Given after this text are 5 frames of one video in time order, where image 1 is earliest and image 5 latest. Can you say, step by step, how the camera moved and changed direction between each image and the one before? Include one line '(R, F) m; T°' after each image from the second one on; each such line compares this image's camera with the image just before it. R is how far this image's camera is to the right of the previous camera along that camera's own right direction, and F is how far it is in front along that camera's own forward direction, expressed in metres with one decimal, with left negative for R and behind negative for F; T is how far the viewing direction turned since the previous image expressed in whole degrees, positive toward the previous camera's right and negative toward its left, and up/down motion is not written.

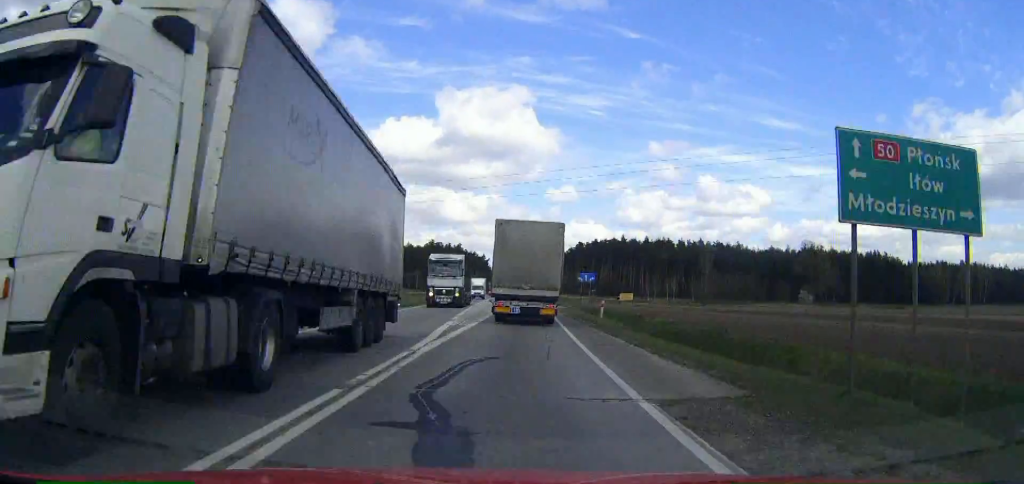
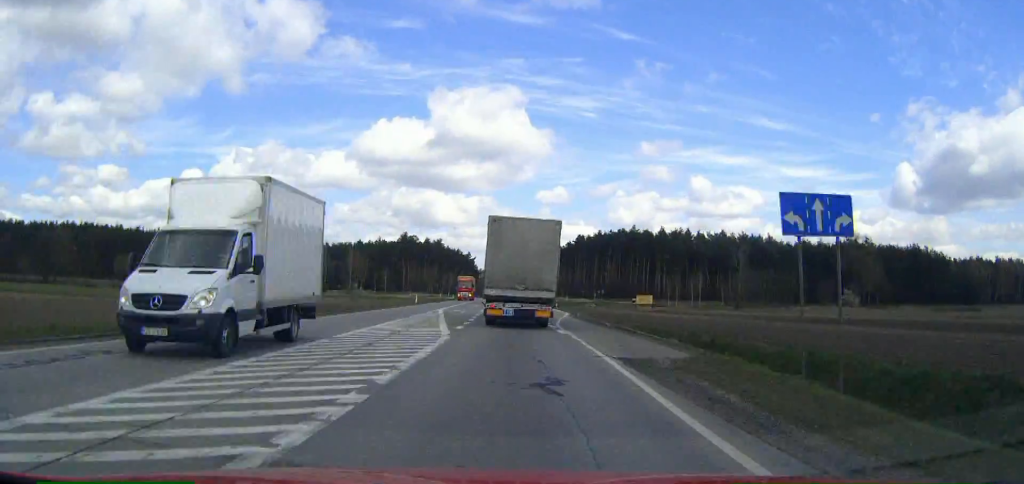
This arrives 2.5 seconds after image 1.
(+0.1, +49.2) m; 0°
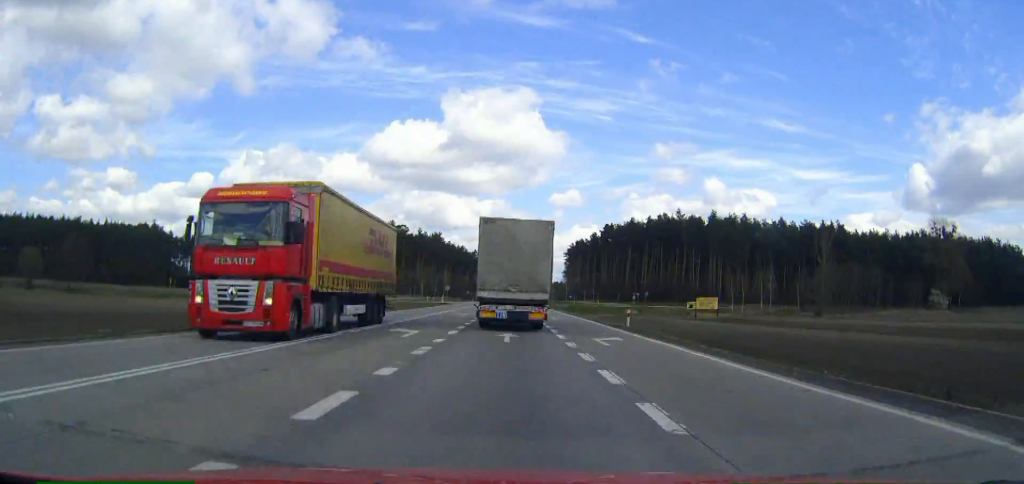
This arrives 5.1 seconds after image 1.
(-0.2, +51.2) m; 0°
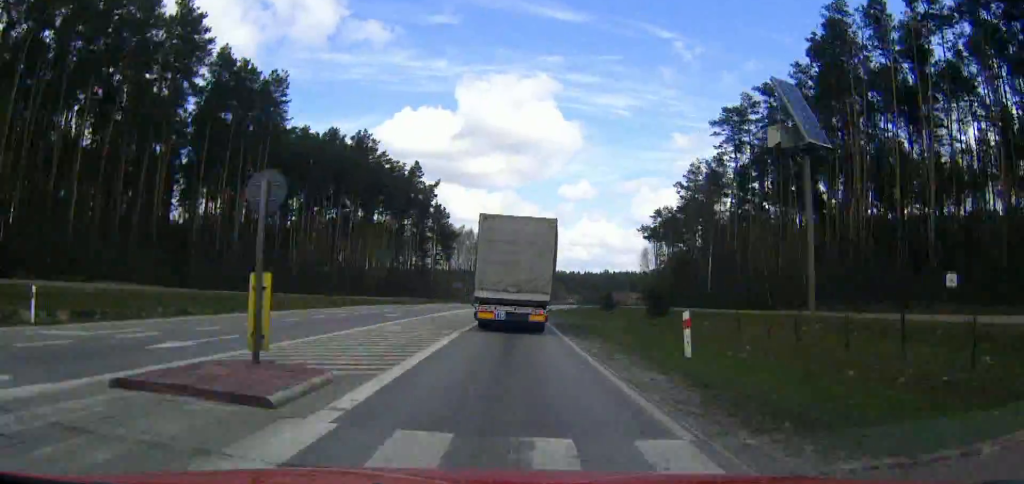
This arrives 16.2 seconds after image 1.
(+0.1, +225.3) m; +2°
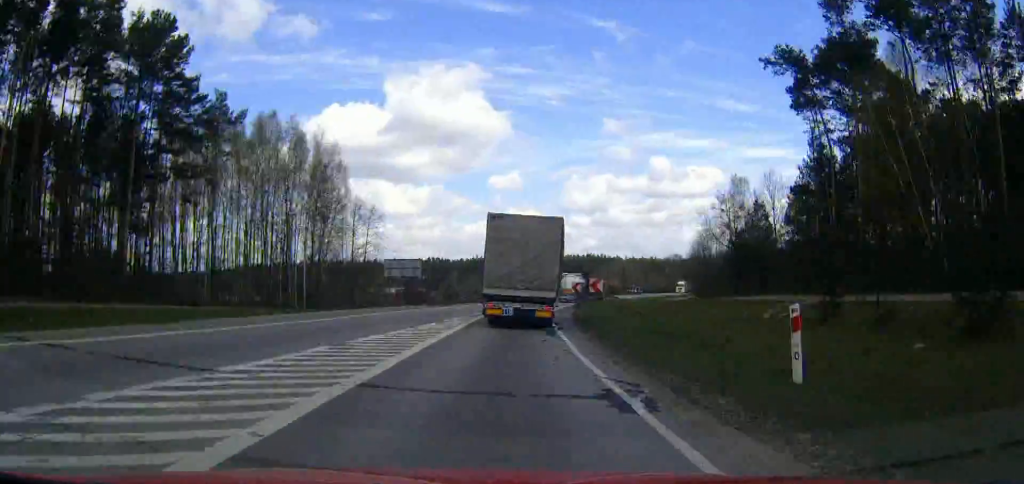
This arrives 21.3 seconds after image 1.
(+6.1, +107.7) m; +8°
